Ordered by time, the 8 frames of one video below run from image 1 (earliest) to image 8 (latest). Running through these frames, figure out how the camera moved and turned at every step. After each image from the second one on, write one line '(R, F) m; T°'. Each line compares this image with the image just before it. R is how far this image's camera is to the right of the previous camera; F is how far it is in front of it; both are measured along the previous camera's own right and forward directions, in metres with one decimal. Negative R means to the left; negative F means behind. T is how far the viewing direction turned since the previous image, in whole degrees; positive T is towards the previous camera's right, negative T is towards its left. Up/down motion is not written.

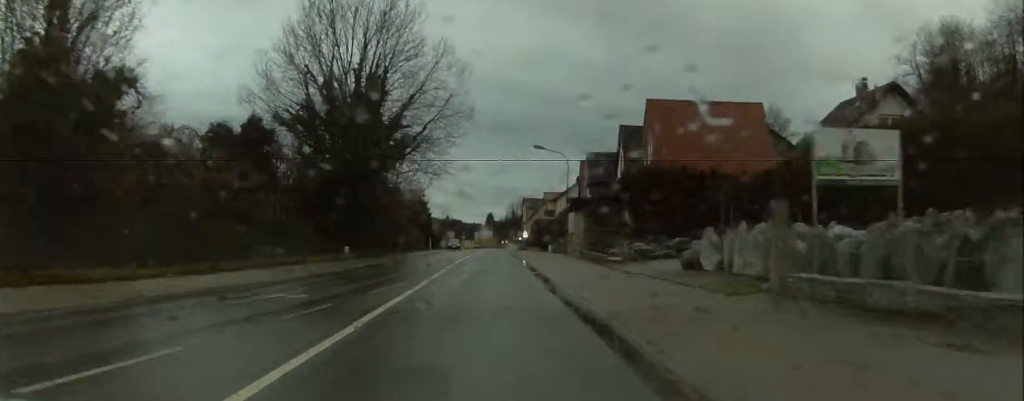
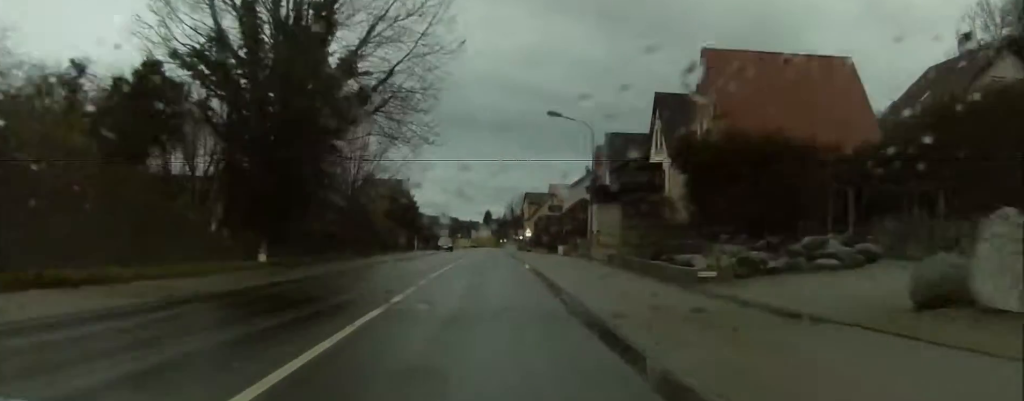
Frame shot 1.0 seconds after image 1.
(0.0, +16.1) m; 0°
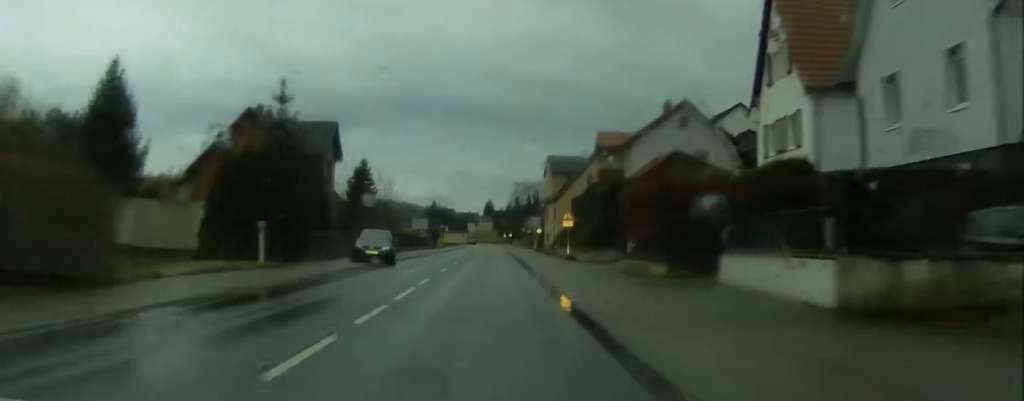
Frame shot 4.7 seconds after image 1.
(+0.4, +56.9) m; 0°
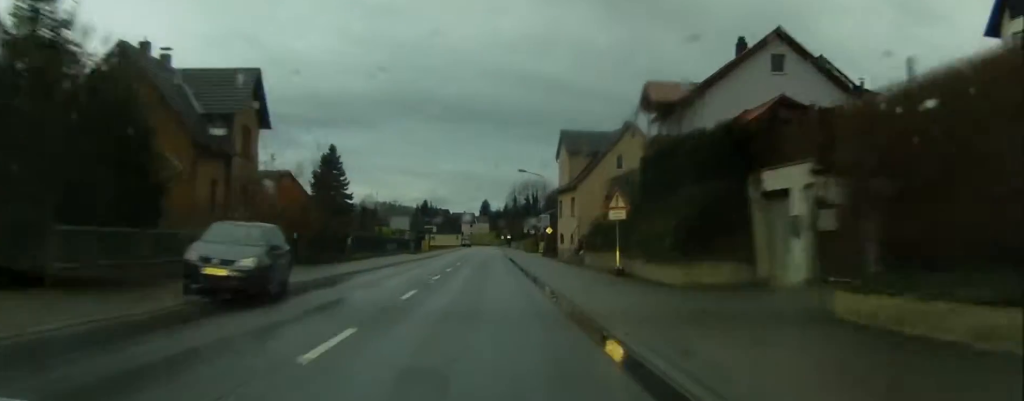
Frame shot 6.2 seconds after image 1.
(-0.4, +22.0) m; 0°
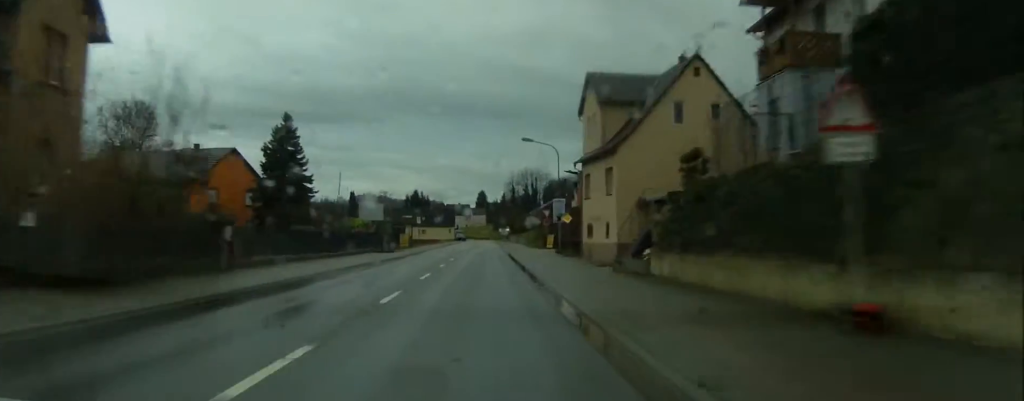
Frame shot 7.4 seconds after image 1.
(-0.1, +19.4) m; 0°
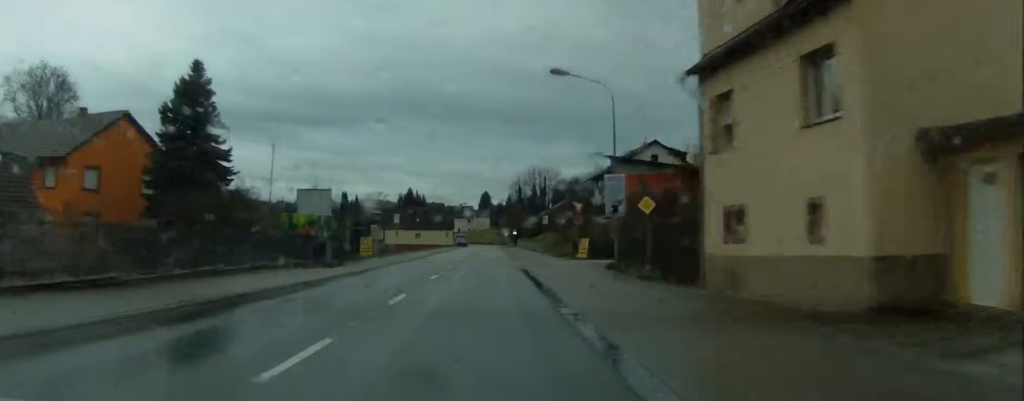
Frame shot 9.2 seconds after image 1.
(+0.4, +26.6) m; 0°
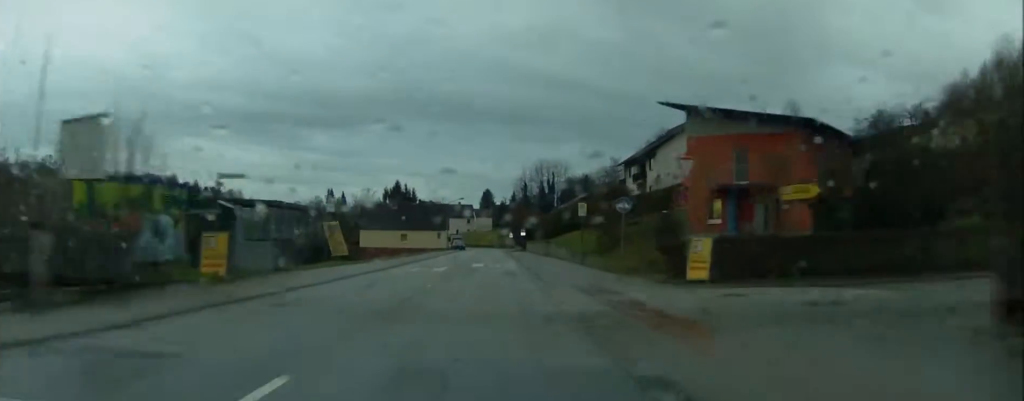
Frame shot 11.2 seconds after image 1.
(-0.5, +30.0) m; 0°
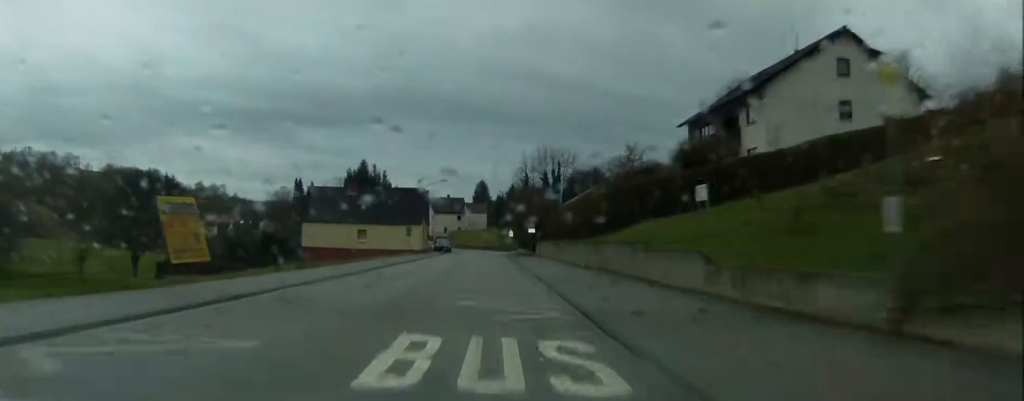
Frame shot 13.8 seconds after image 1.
(+0.5, +38.0) m; +1°
